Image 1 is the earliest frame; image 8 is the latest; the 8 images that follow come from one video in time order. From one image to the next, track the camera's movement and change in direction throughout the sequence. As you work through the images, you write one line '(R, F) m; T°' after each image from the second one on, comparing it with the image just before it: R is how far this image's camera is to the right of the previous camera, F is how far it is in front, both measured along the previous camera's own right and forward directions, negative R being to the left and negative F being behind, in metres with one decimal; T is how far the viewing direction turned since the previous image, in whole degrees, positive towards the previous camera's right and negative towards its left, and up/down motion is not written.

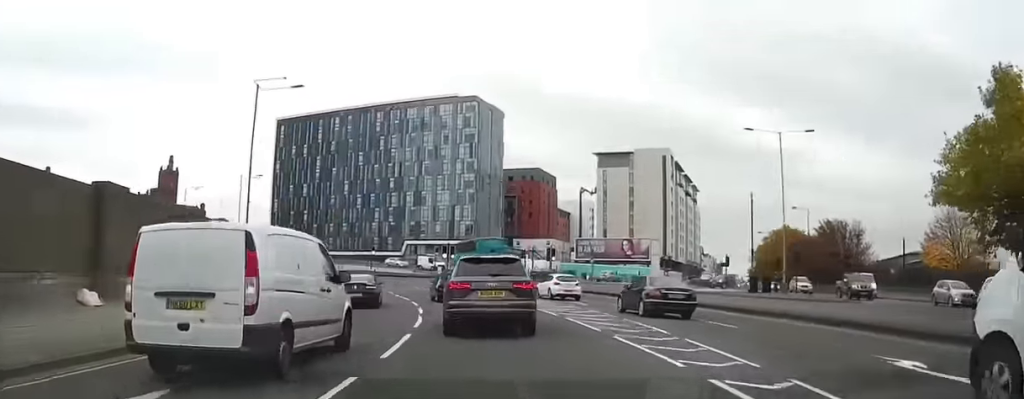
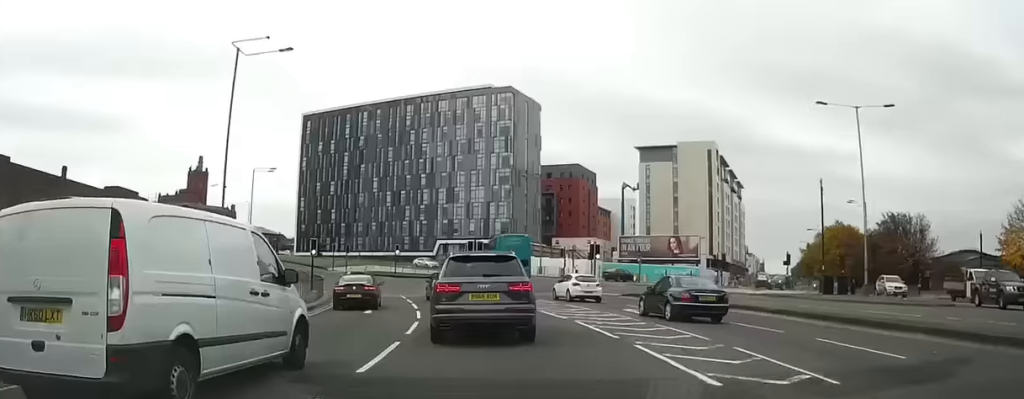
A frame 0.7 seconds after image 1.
(-0.1, +7.9) m; -2°
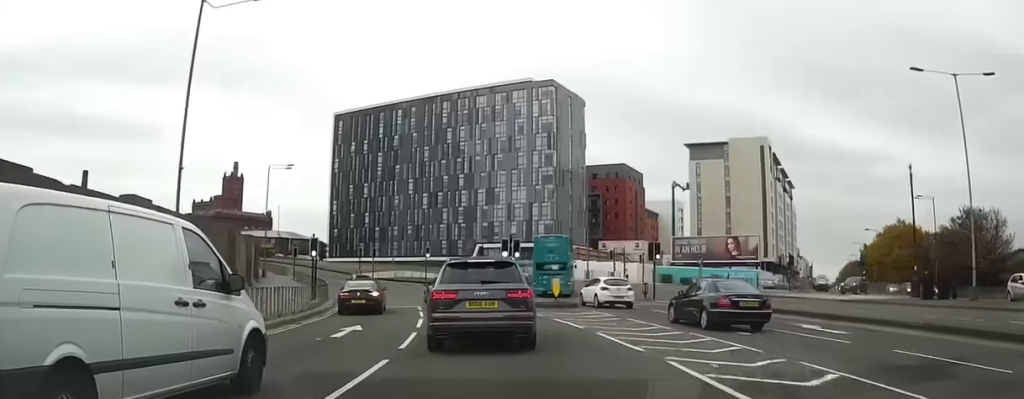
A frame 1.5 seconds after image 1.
(-0.1, +8.4) m; -4°
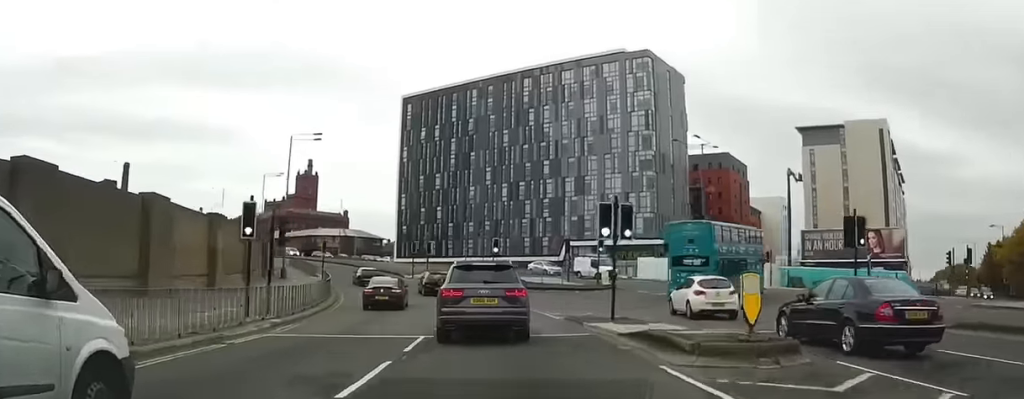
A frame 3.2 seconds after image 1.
(-2.0, +18.2) m; -10°
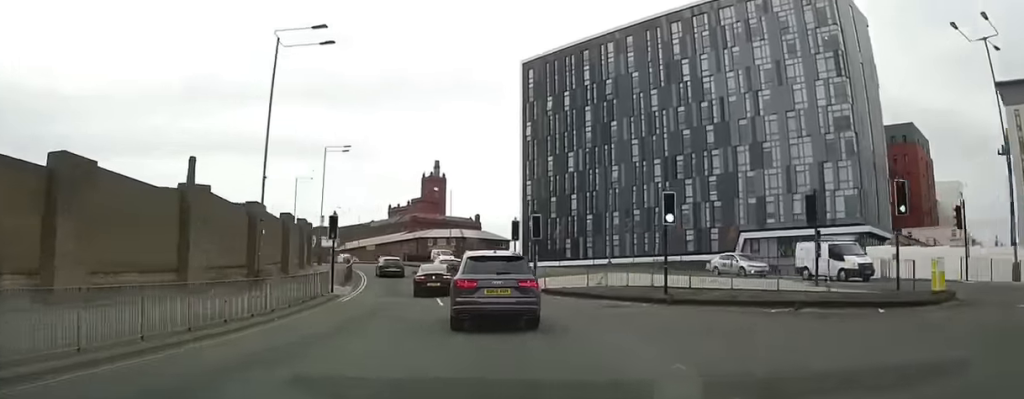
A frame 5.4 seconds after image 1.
(-2.4, +26.5) m; -11°
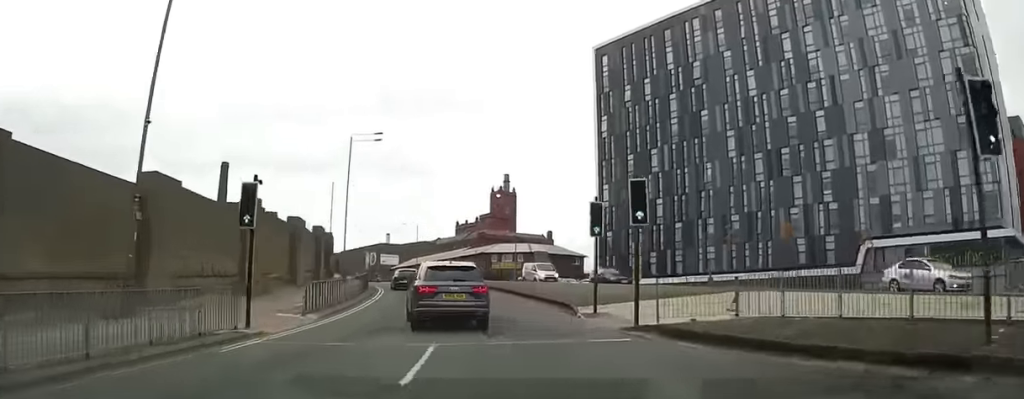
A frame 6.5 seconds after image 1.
(-0.7, +14.5) m; -5°
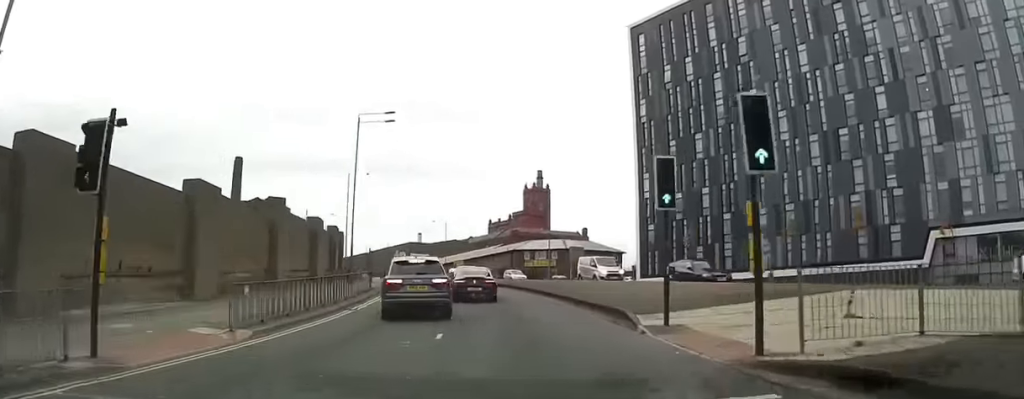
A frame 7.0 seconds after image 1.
(-0.2, +7.2) m; -3°
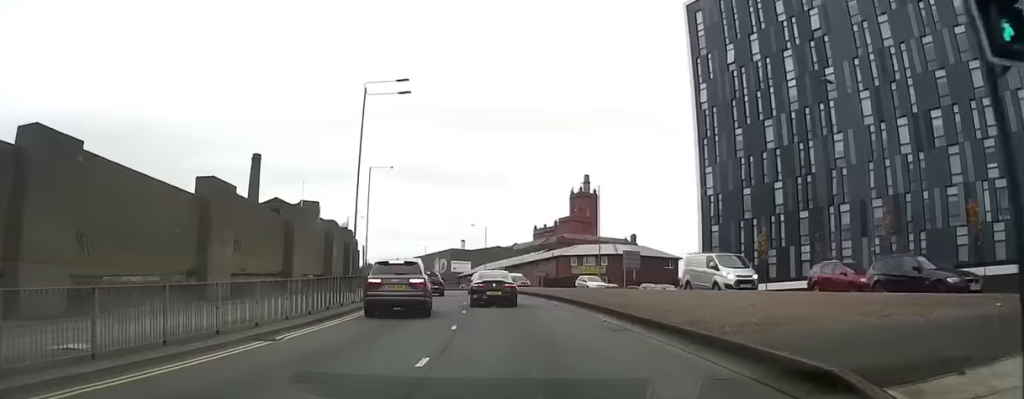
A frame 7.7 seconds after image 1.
(-0.2, +9.9) m; -4°
